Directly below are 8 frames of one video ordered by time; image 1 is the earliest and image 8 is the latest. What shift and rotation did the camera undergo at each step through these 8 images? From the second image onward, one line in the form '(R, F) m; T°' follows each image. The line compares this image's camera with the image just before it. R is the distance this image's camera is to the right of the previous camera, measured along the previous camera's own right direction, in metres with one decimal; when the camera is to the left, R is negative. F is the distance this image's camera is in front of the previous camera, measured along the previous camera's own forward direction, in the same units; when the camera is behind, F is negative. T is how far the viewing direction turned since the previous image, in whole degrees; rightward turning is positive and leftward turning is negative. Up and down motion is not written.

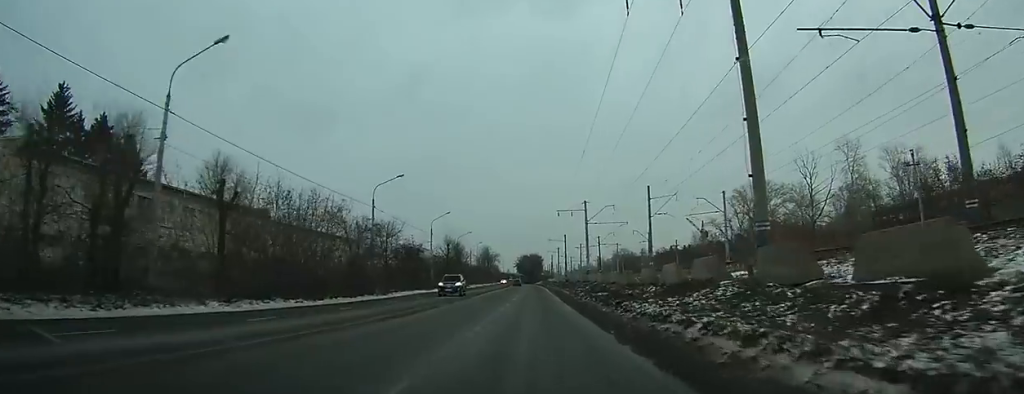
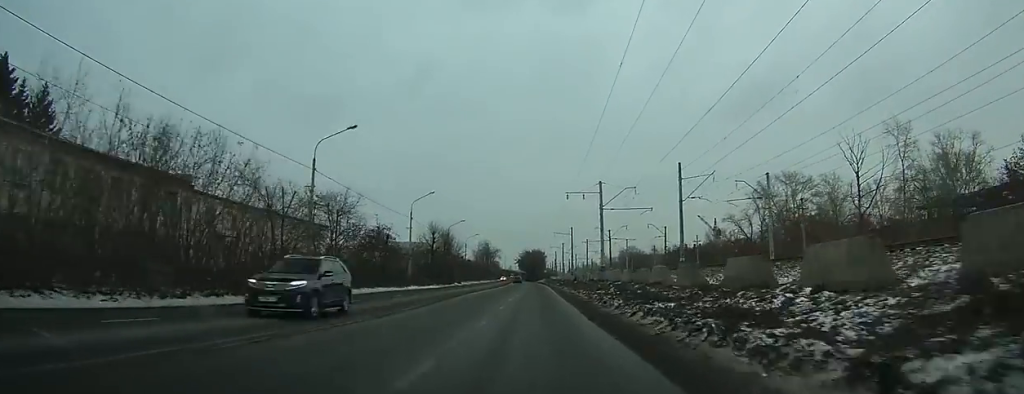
(0.0, +14.7) m; 0°
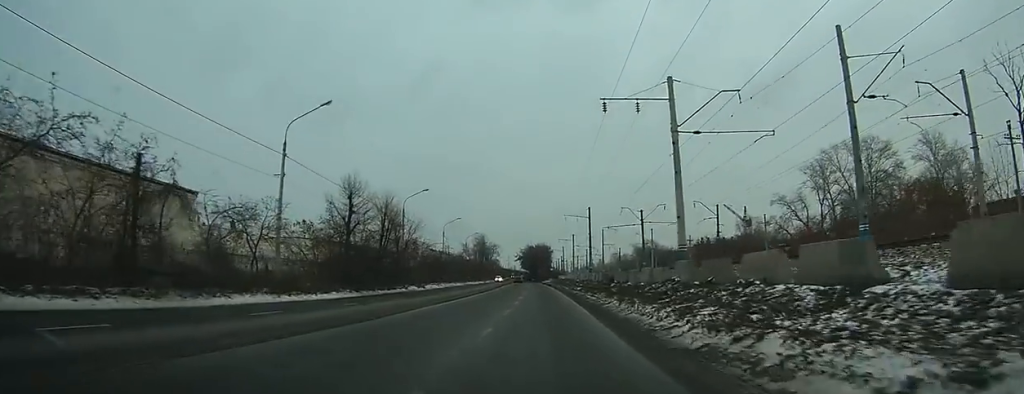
(+0.3, +33.7) m; +1°
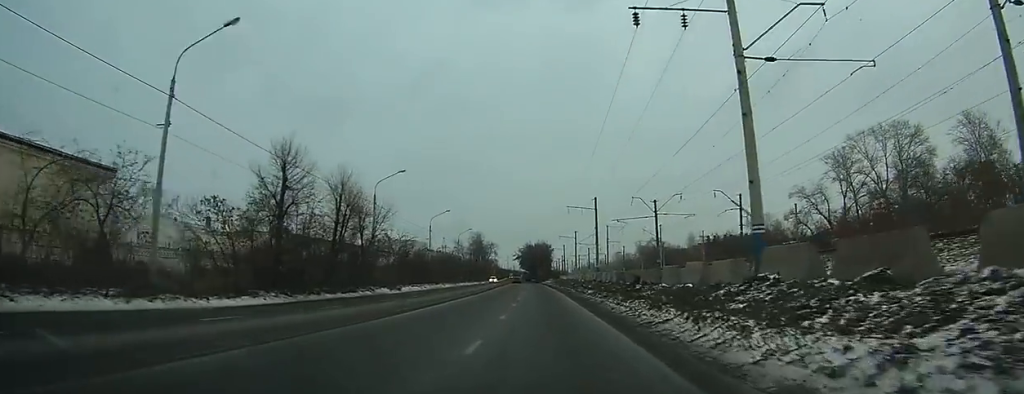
(0.0, +10.6) m; 0°
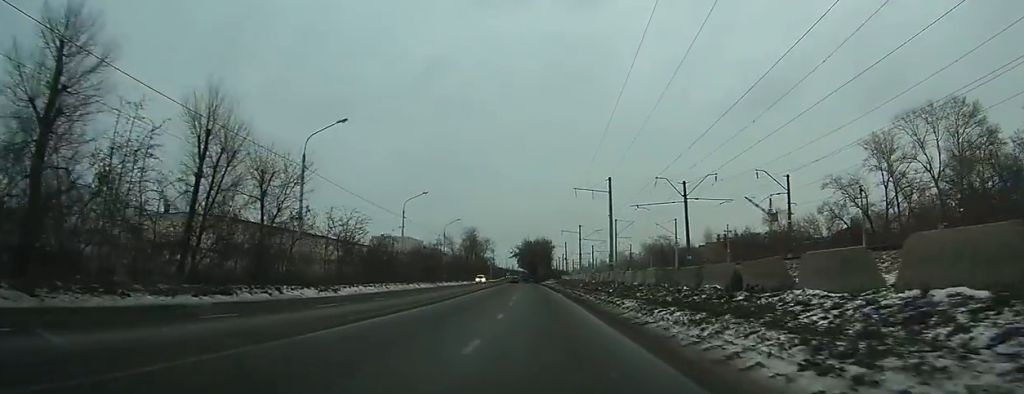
(0.0, +15.7) m; 0°
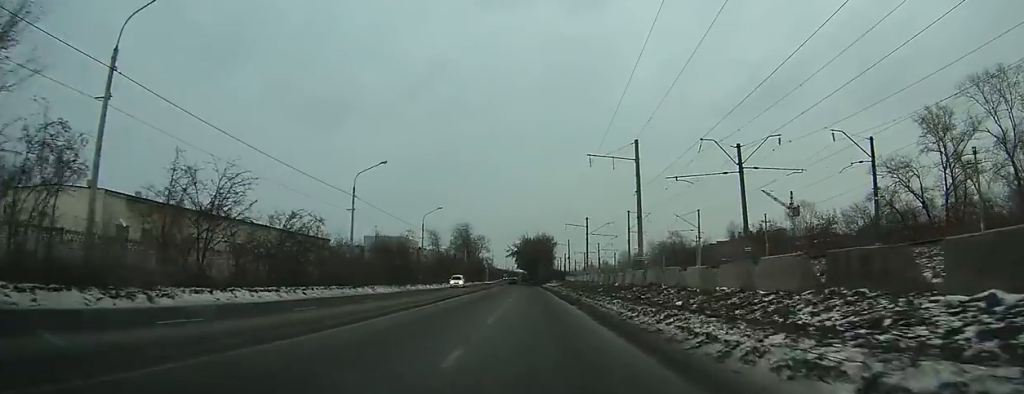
(-0.1, +17.3) m; 0°
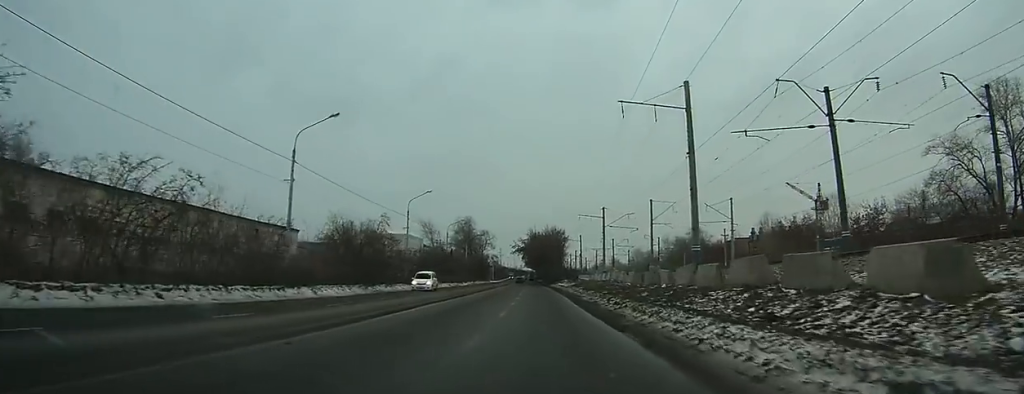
(0.0, +13.4) m; 0°
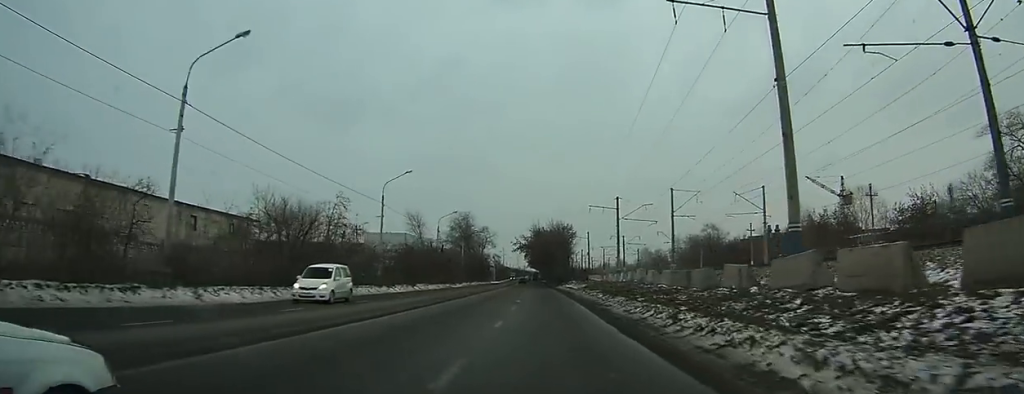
(0.0, +11.8) m; 0°
